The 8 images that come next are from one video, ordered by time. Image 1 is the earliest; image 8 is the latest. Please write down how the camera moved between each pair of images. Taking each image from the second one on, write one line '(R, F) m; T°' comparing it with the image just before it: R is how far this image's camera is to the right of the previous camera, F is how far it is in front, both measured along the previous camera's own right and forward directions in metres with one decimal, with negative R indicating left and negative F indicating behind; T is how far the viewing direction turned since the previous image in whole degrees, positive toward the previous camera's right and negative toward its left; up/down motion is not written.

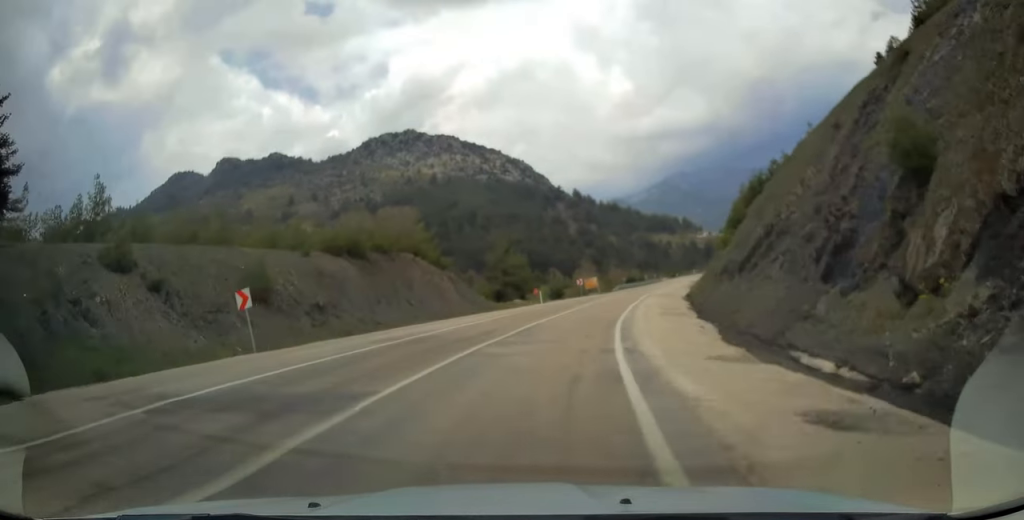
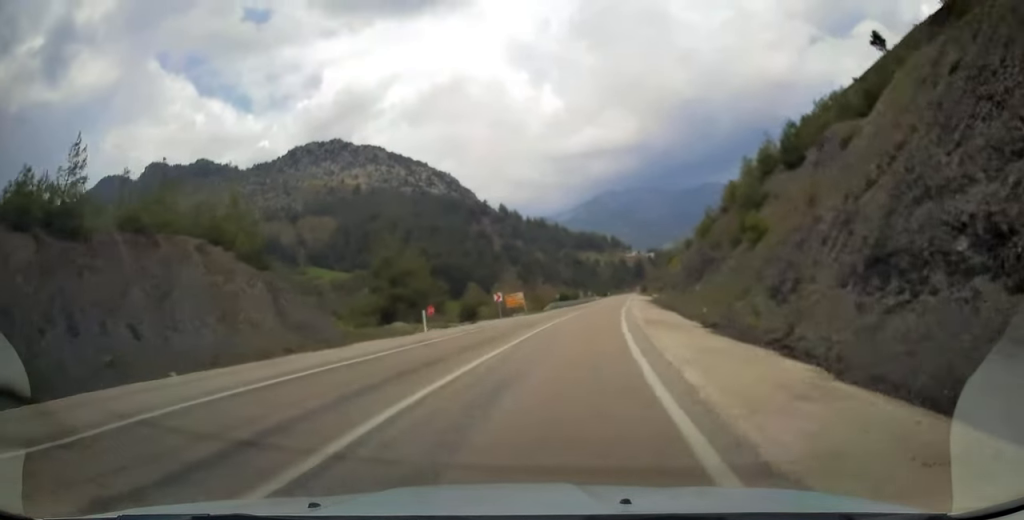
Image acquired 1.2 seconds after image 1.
(+1.9, +23.7) m; +7°
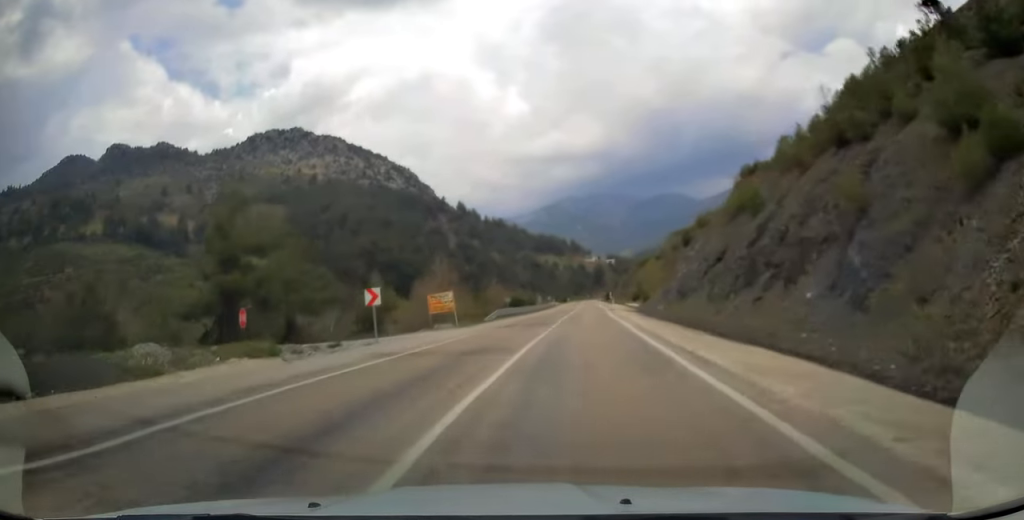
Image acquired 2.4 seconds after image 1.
(+0.9, +23.7) m; +4°
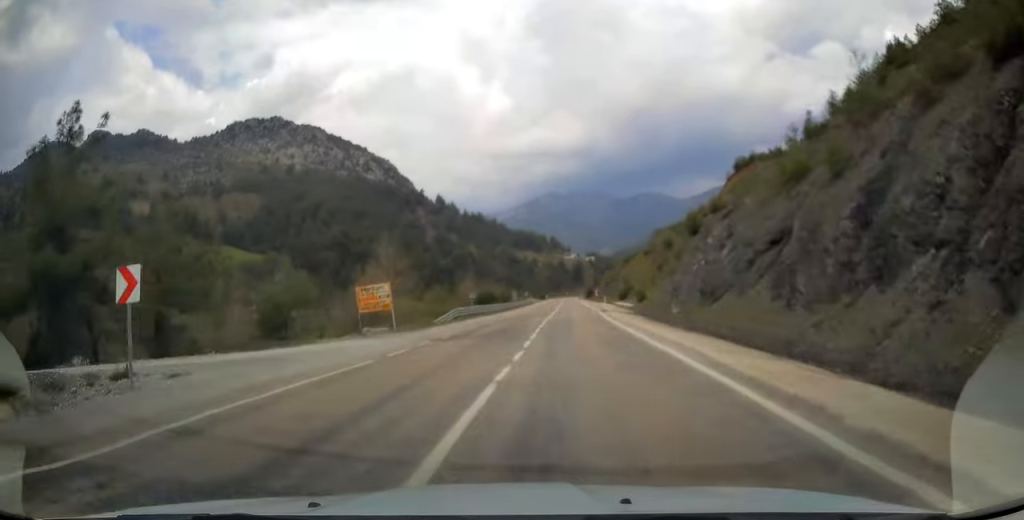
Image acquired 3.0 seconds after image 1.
(+0.2, +13.0) m; +2°
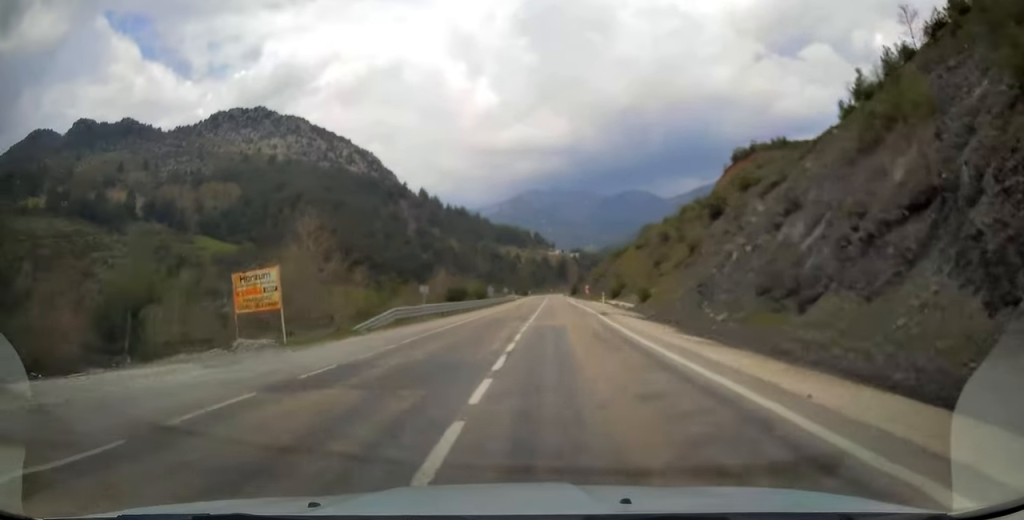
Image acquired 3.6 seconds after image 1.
(+0.2, +12.8) m; +1°
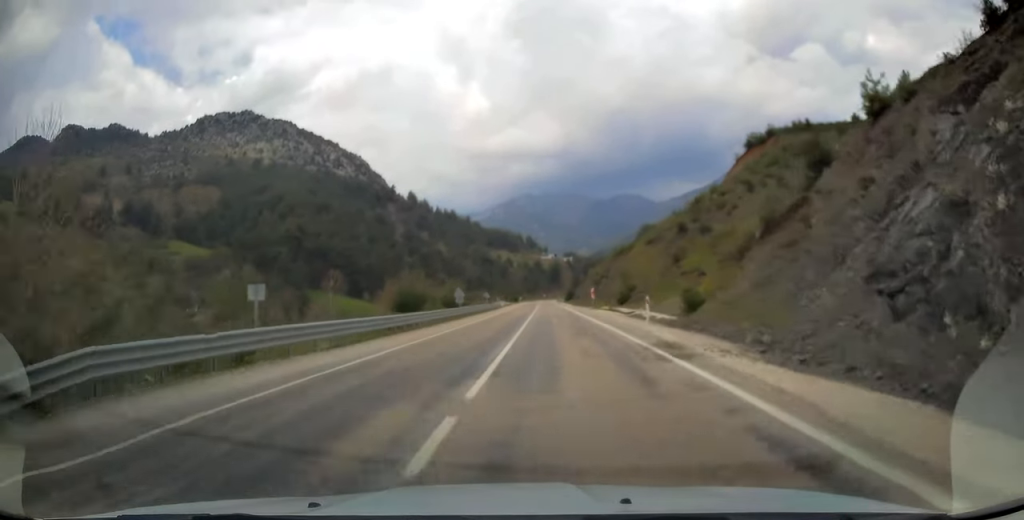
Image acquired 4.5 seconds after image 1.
(+0.3, +19.6) m; +1°
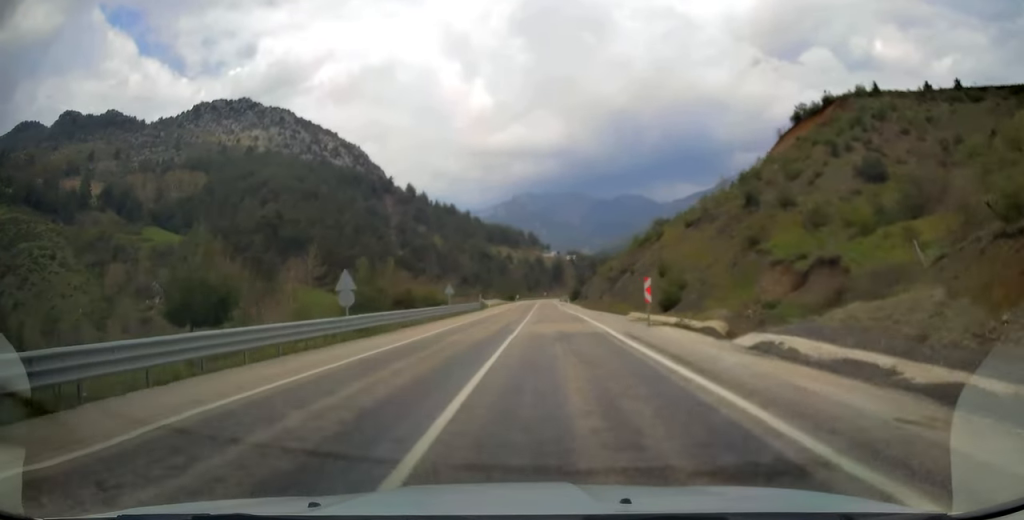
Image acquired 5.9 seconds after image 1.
(-0.1, +29.3) m; 0°
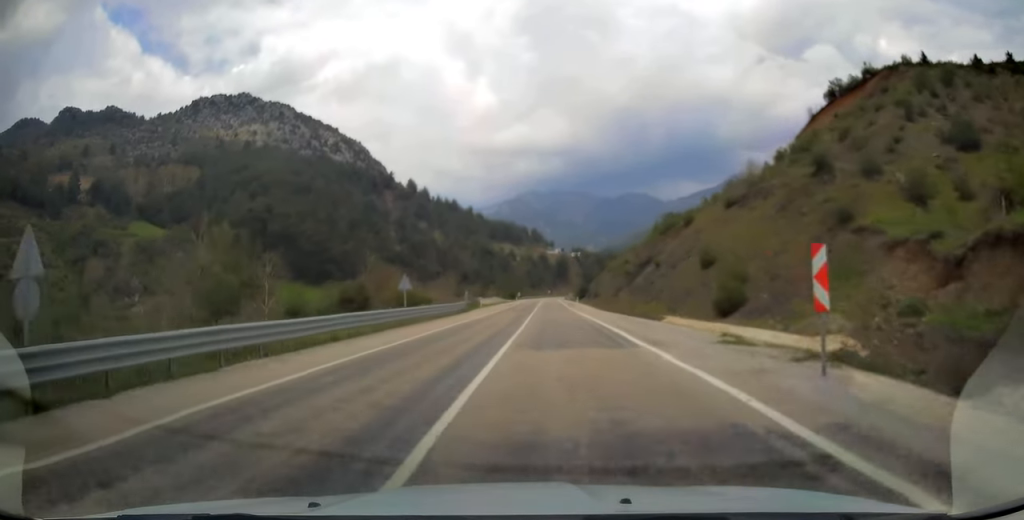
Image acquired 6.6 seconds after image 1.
(0.0, +15.5) m; 0°
